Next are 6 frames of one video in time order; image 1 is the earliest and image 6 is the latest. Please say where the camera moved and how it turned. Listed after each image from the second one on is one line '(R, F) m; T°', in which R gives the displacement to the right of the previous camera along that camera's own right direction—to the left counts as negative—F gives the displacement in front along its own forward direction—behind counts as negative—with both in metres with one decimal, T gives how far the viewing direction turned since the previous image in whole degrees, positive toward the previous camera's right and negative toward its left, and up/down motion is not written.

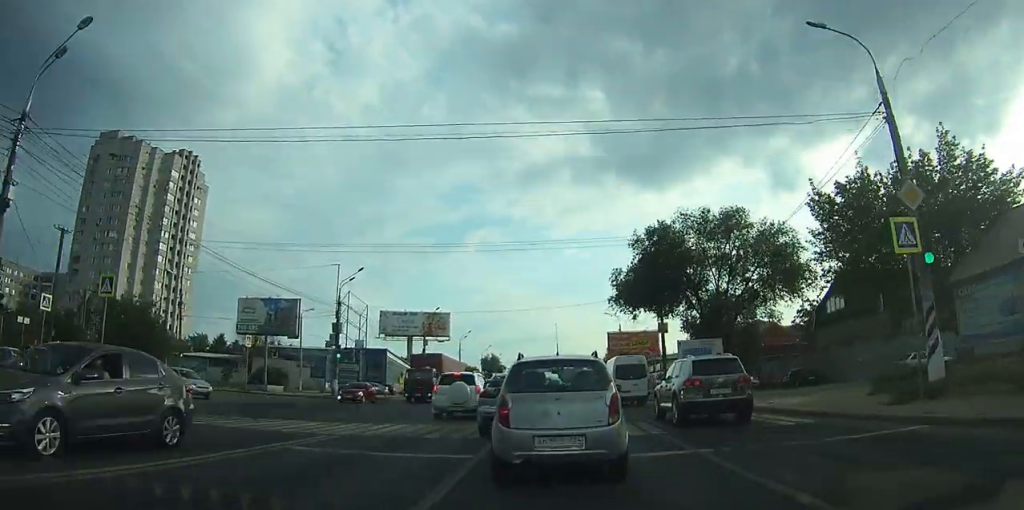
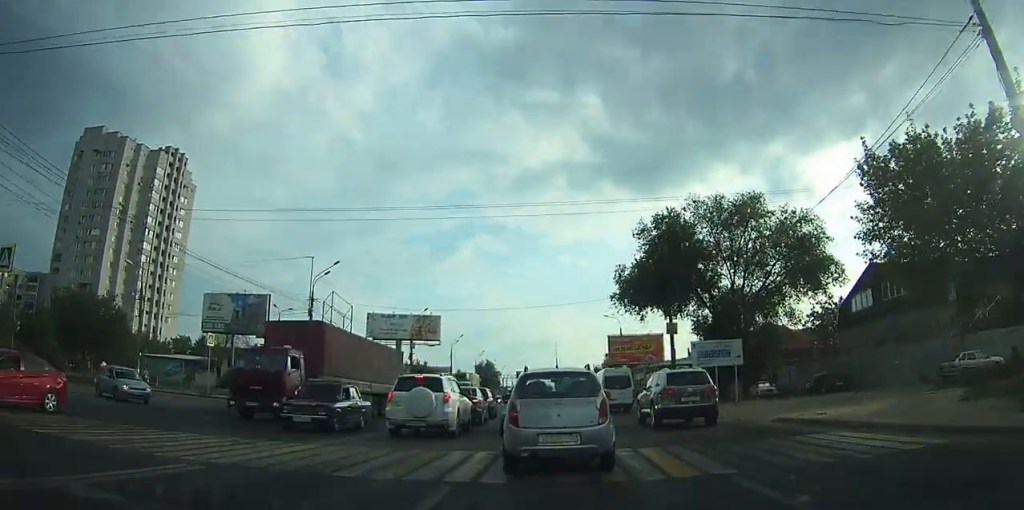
(0.0, +10.0) m; 0°
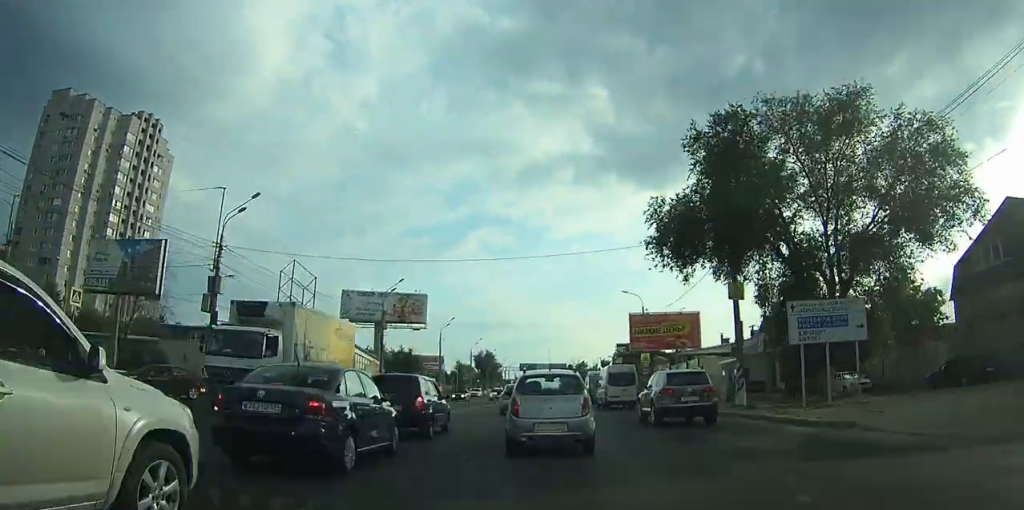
(-0.2, +20.9) m; -1°
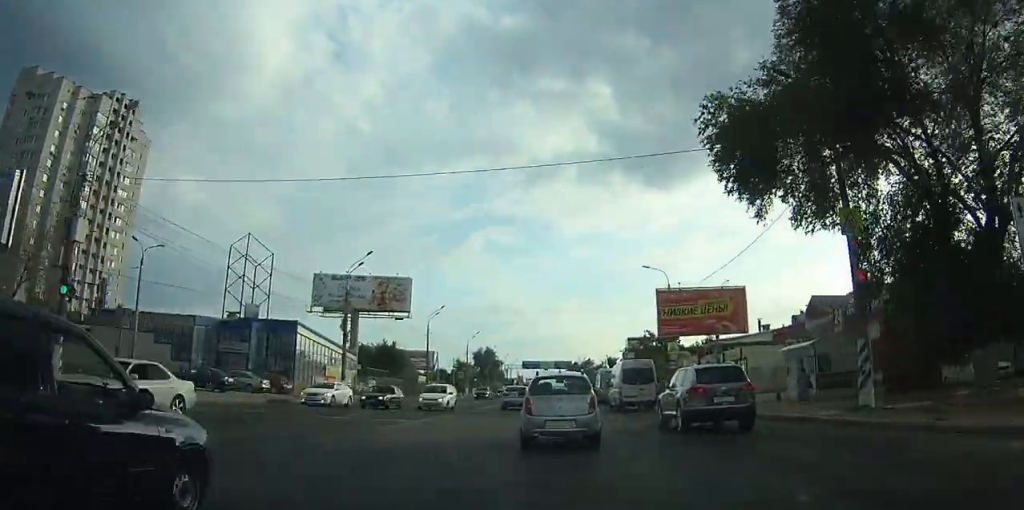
(0.0, +14.7) m; 0°
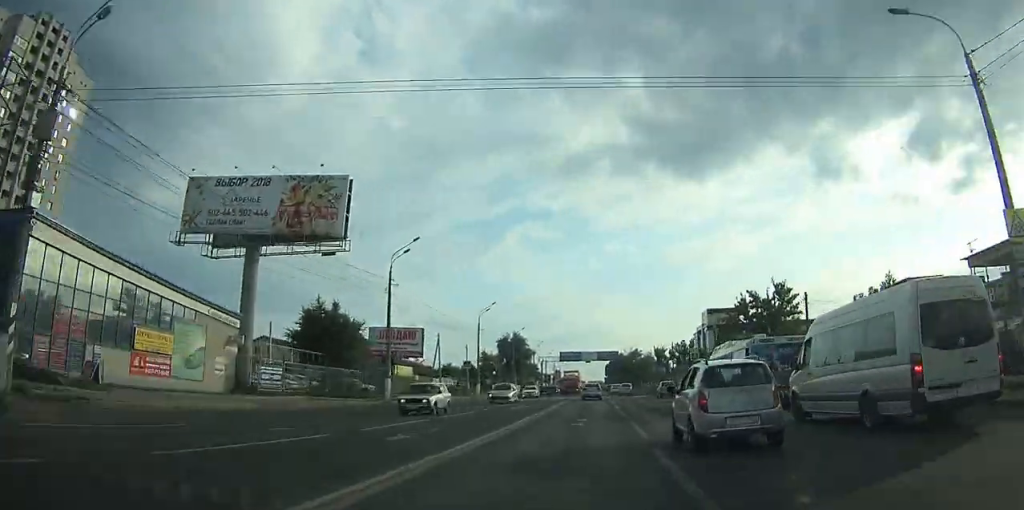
(-0.2, +38.4) m; +1°
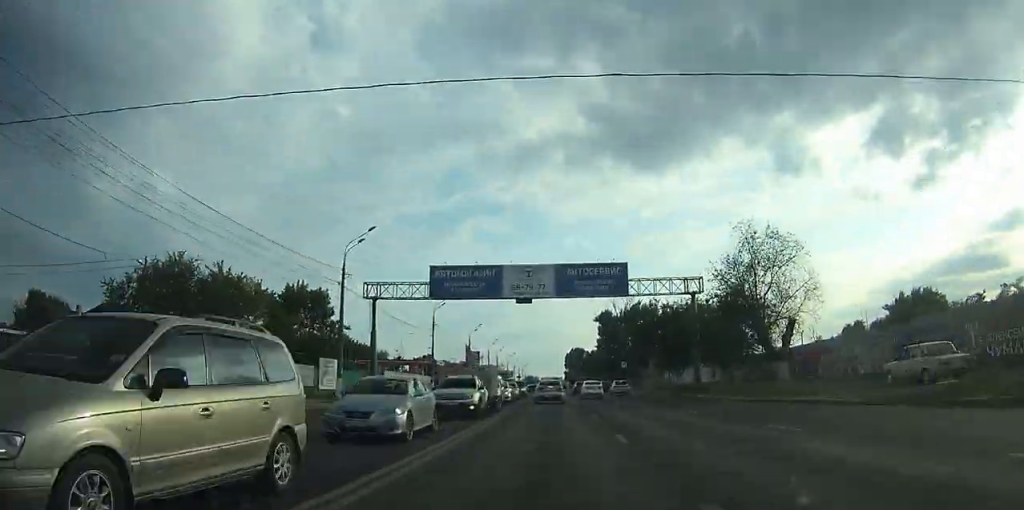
(+1.6, +113.0) m; -1°
